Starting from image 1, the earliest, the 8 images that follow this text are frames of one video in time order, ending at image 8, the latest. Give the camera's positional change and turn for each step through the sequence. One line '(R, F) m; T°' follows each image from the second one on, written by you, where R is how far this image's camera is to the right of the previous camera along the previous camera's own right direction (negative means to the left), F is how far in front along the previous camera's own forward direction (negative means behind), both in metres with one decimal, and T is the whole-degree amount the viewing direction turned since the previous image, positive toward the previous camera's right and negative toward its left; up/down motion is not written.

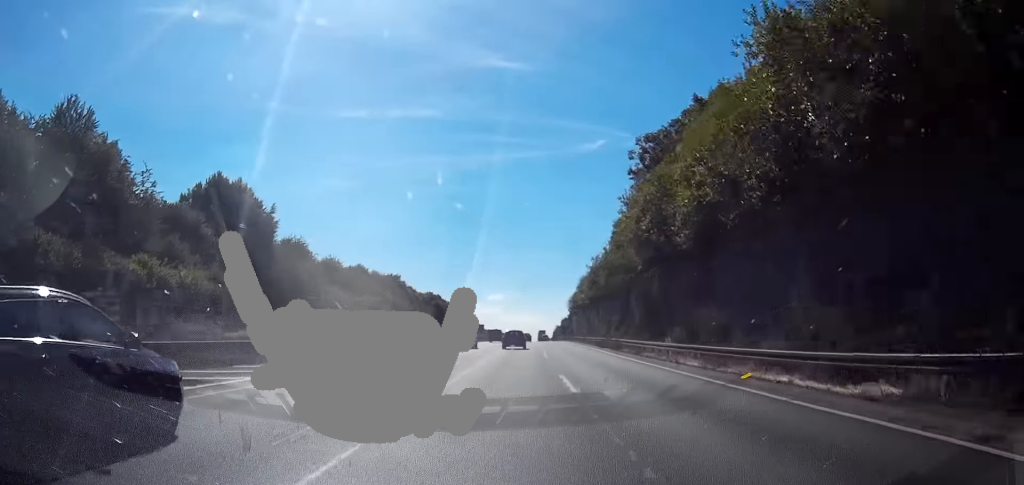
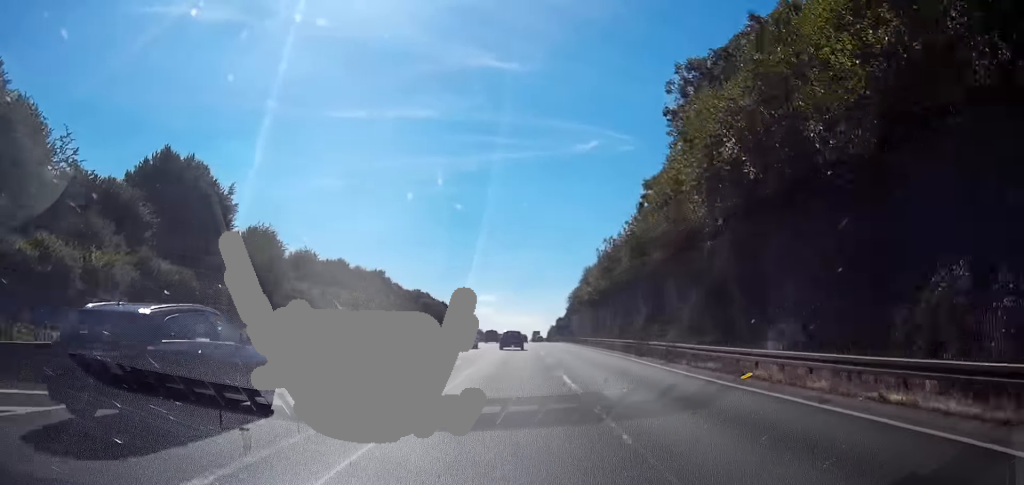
(+0.2, +16.7) m; 0°
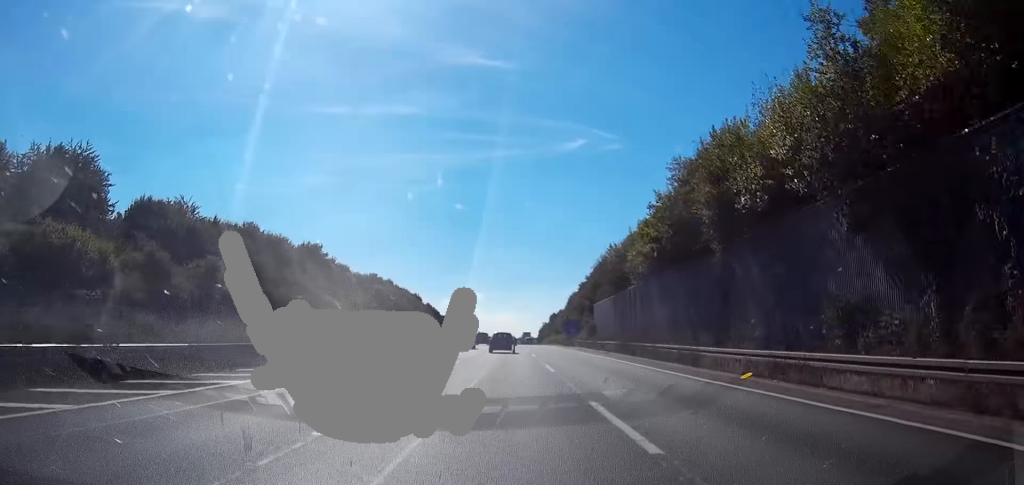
(-0.8, +61.3) m; 0°
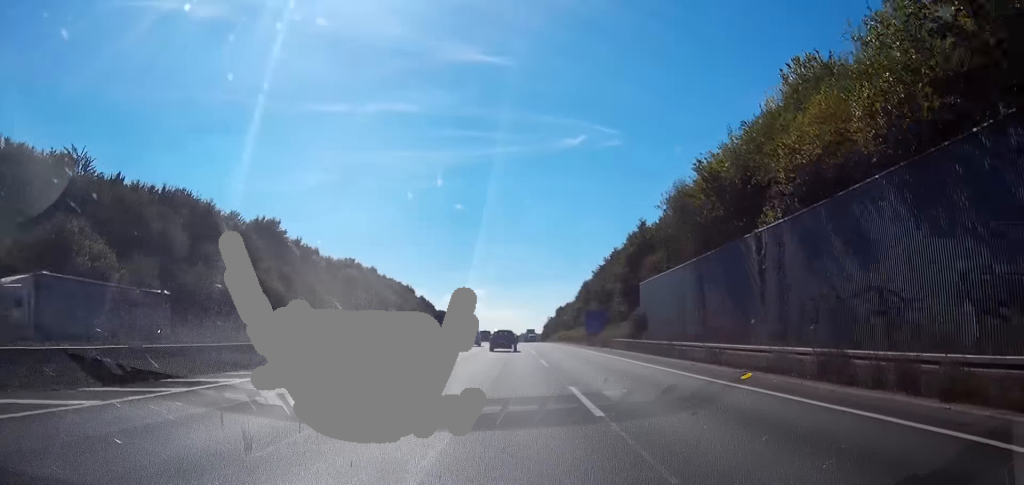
(+0.1, +31.3) m; 0°
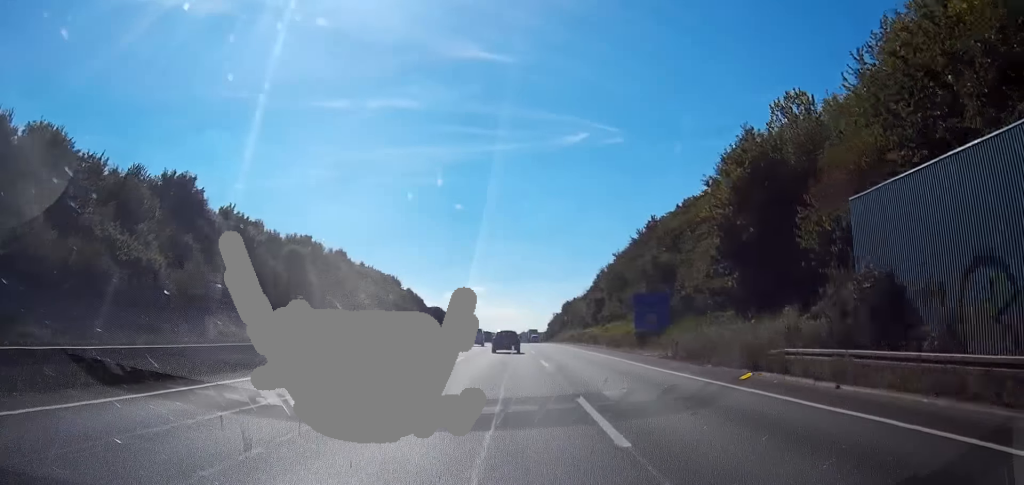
(-0.1, +37.5) m; 0°
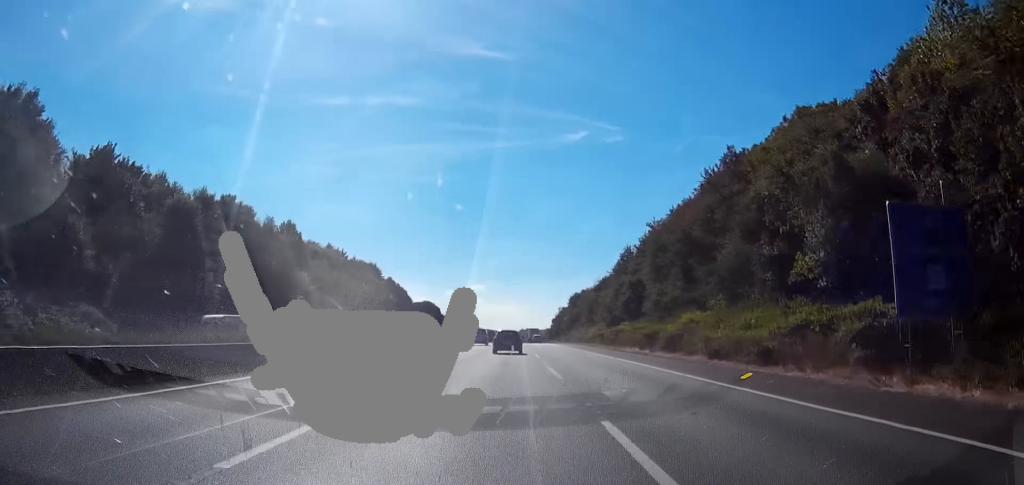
(+0.3, +38.2) m; 0°
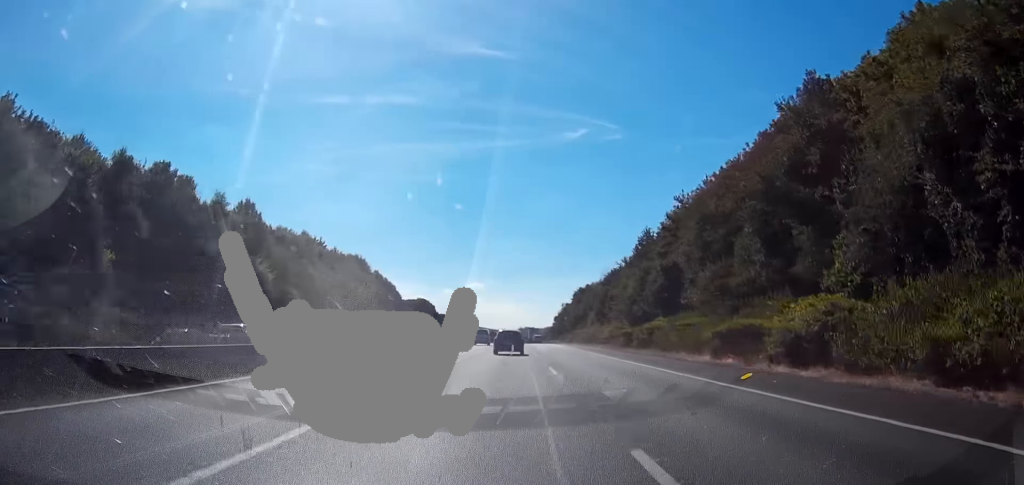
(0.0, +20.1) m; 0°
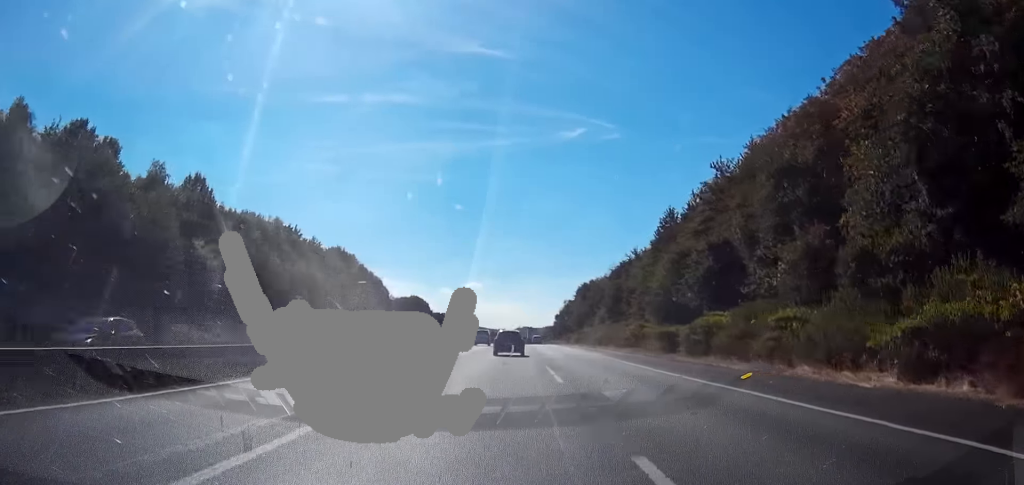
(0.0, +17.9) m; 0°
